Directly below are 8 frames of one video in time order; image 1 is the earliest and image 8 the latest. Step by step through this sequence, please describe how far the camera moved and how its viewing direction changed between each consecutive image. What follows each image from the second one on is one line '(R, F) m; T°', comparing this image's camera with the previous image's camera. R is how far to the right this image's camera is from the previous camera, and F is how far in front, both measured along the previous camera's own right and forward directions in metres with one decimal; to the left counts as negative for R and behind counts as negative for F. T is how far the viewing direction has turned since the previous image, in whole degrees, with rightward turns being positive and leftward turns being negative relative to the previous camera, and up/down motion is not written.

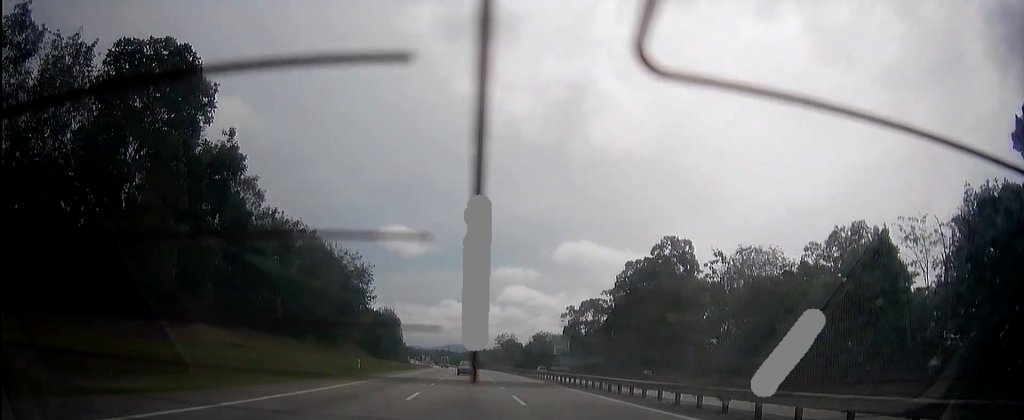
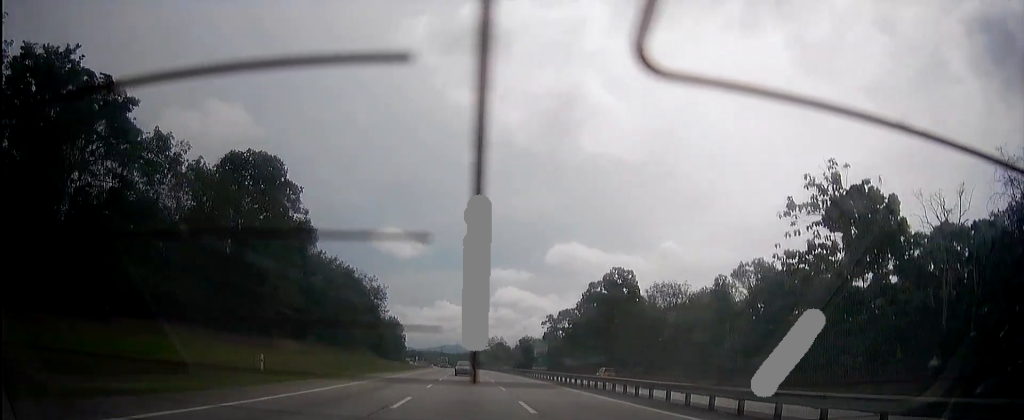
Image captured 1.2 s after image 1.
(-0.2, +34.2) m; -1°
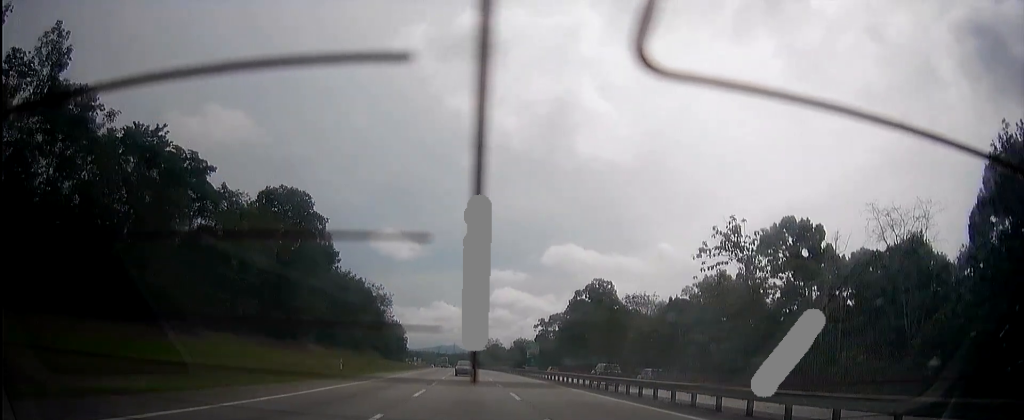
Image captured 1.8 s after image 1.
(-0.1, +16.6) m; 0°
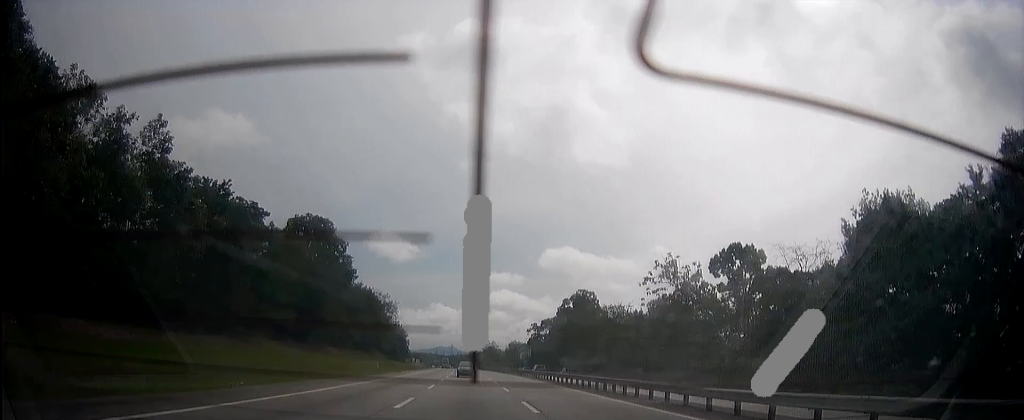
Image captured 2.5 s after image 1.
(0.0, +18.8) m; 0°
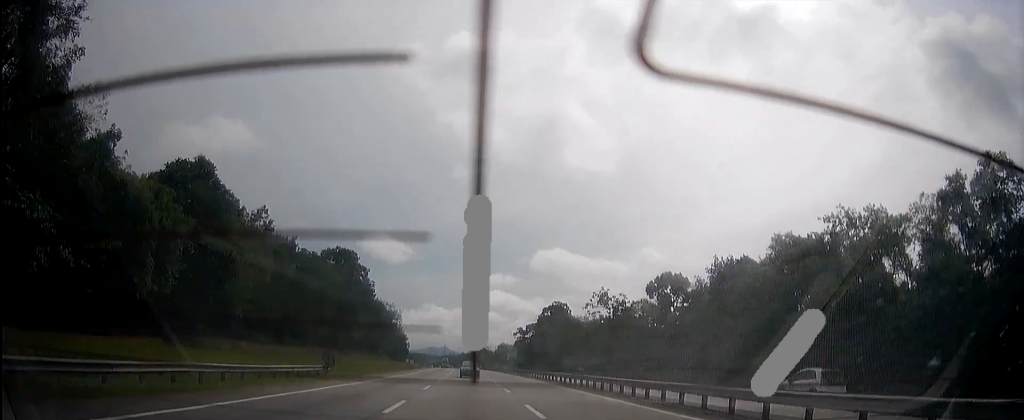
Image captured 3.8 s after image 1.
(-0.2, +34.3) m; -1°
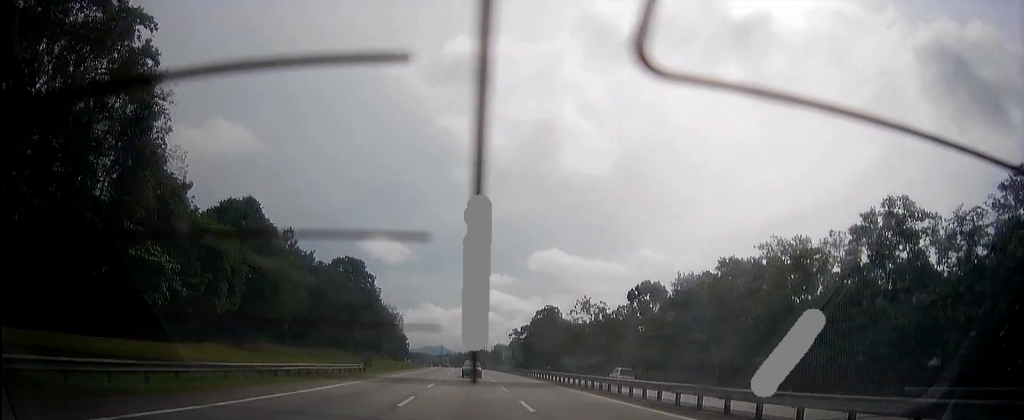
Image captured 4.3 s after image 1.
(-0.1, +14.4) m; 0°
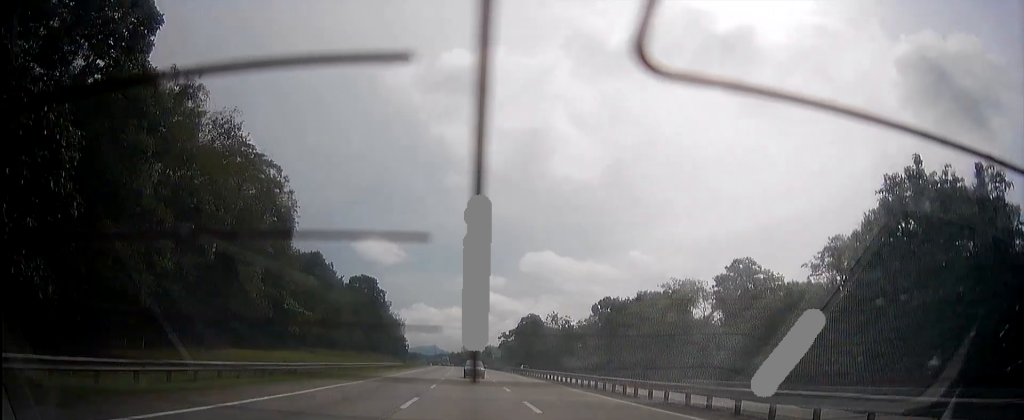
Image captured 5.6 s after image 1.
(-0.2, +35.5) m; -1°
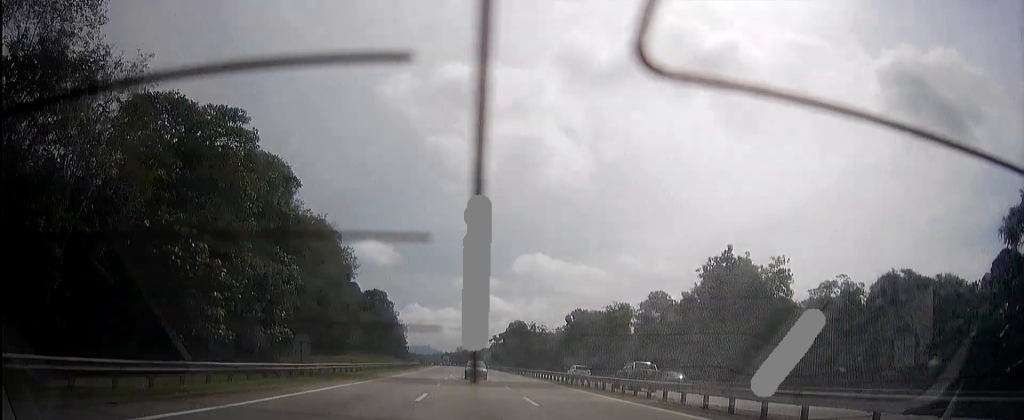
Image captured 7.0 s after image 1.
(-0.3, +39.9) m; -1°
